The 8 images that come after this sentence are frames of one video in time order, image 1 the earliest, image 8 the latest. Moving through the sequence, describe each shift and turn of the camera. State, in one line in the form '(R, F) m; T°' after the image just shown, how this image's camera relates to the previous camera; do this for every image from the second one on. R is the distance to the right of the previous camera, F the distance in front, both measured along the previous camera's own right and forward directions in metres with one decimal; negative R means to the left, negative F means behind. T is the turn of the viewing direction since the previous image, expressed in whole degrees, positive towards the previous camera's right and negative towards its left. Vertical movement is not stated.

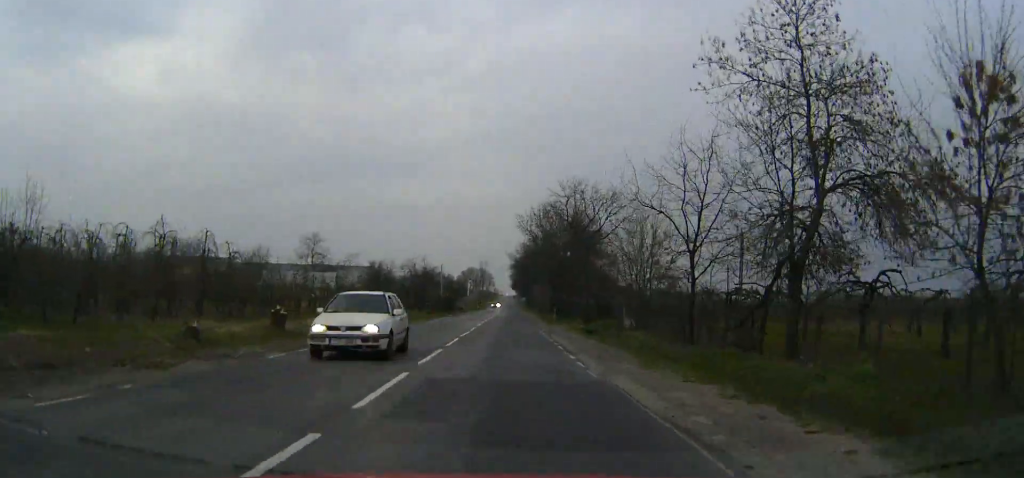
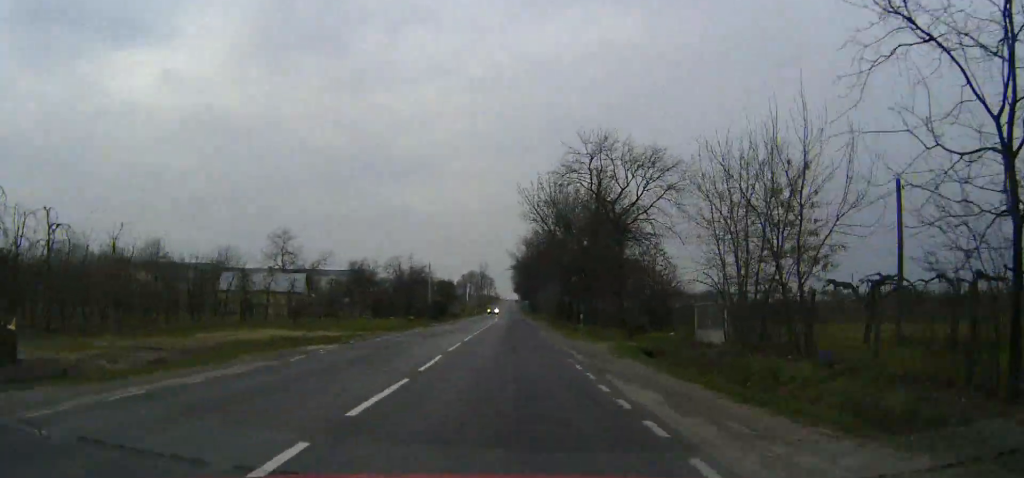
(0.0, +18.2) m; 0°
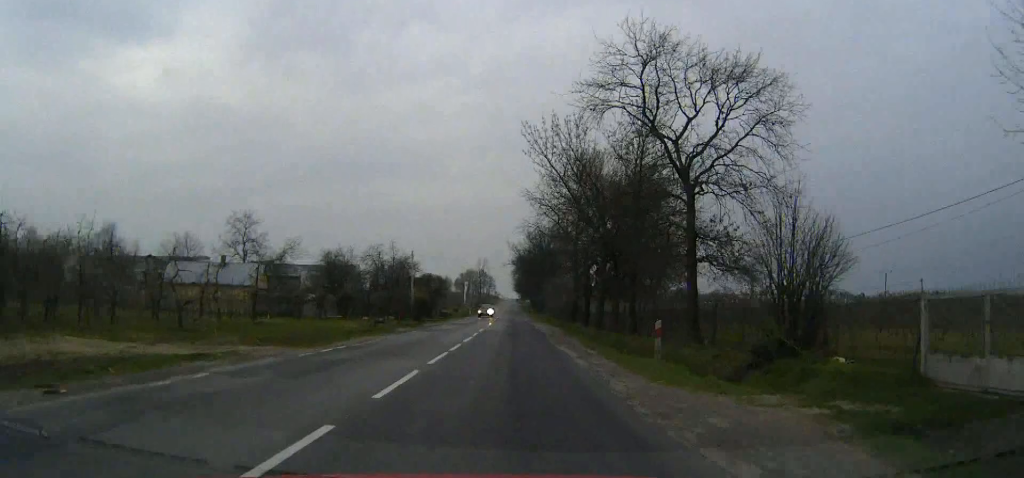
(0.0, +17.2) m; 0°
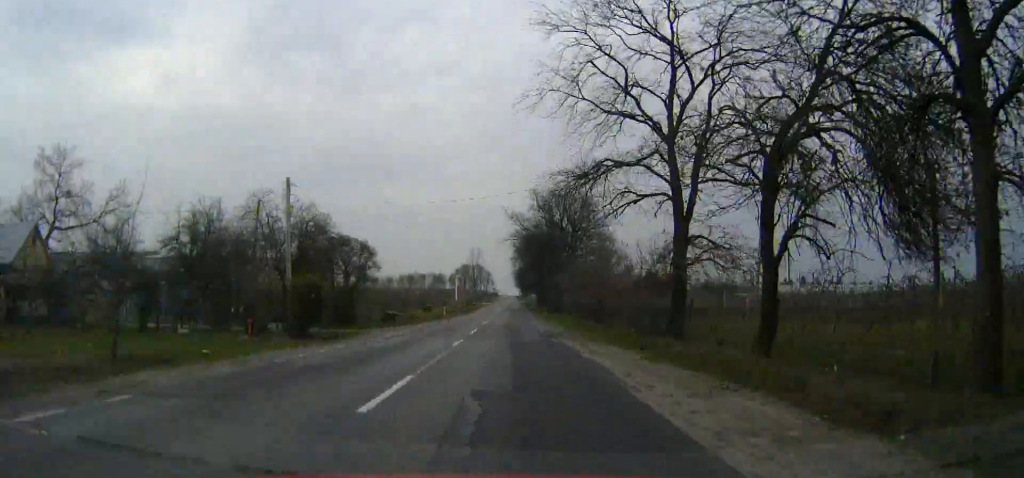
(0.0, +44.2) m; 0°
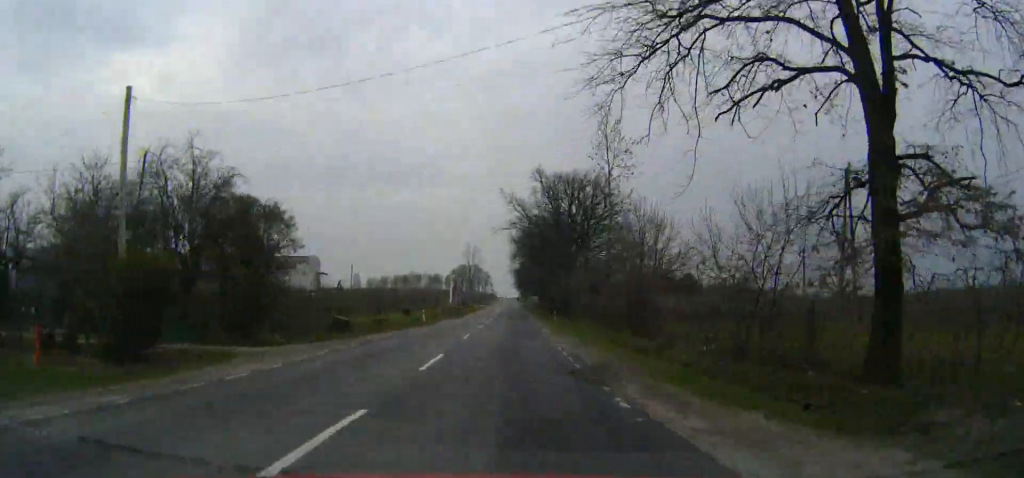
(0.0, +16.1) m; 0°
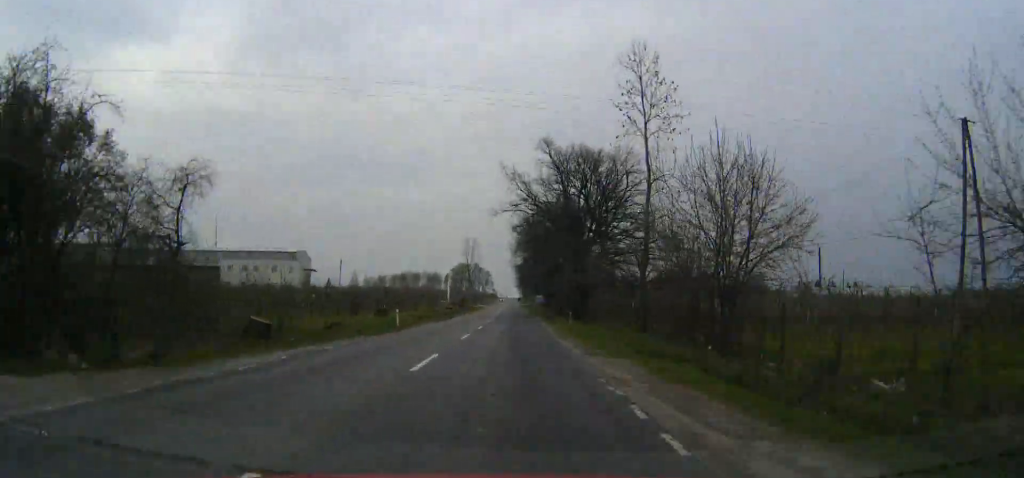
(0.0, +13.3) m; 0°
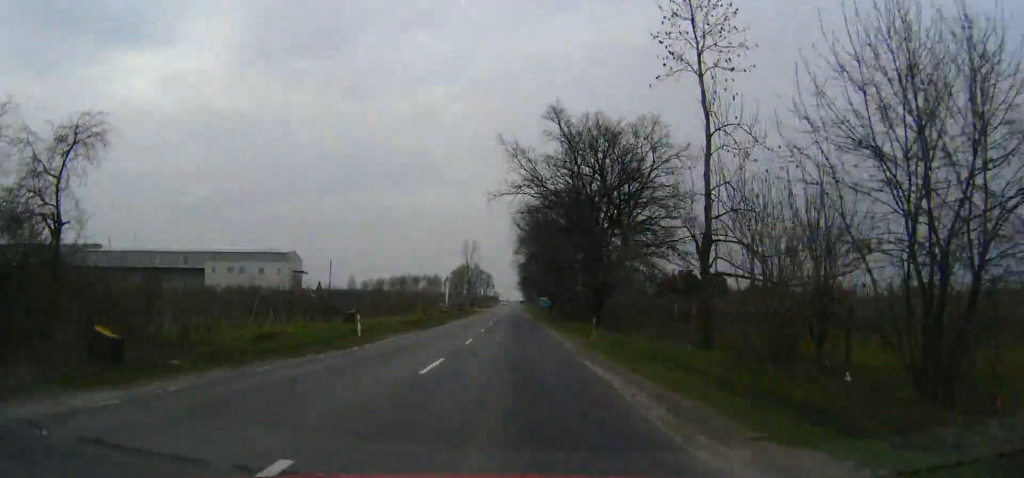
(0.0, +11.3) m; 0°
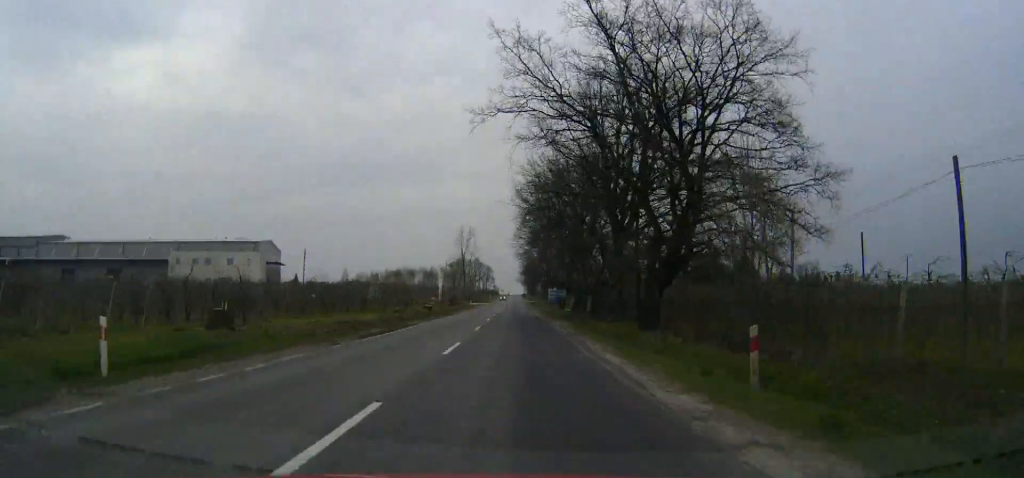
(0.0, +20.4) m; 0°
